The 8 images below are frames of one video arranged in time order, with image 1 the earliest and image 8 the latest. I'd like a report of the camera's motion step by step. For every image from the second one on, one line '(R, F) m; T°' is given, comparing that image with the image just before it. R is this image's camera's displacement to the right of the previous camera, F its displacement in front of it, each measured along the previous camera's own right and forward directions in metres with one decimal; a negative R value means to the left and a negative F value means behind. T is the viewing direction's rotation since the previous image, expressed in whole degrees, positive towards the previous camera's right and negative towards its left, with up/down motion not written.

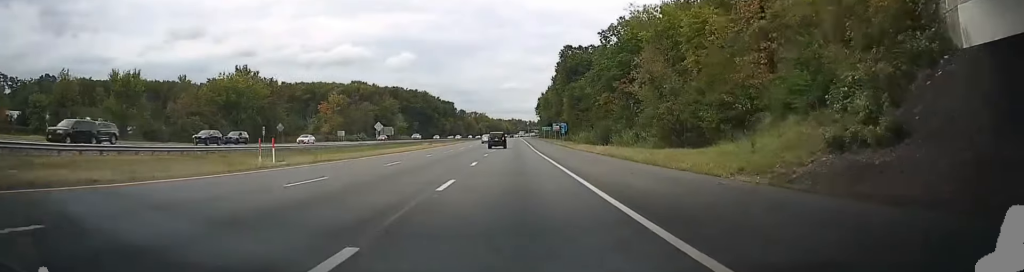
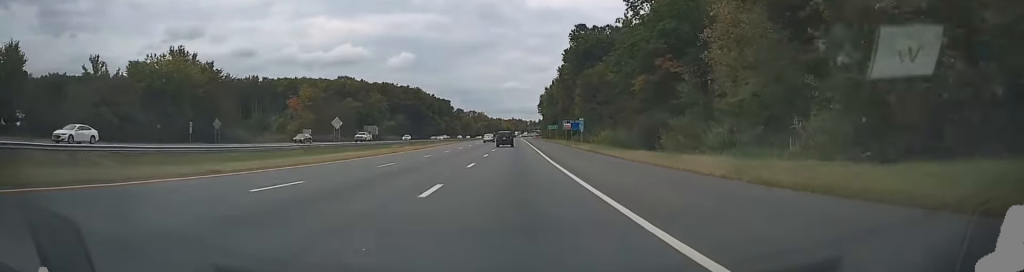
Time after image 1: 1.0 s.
(+0.5, +25.8) m; +1°
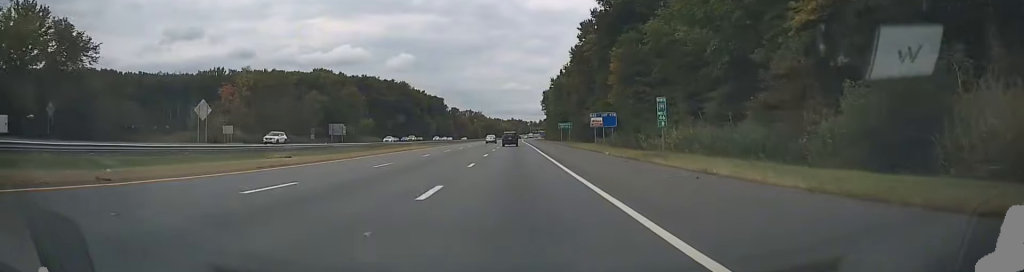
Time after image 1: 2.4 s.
(-0.2, +37.5) m; -1°
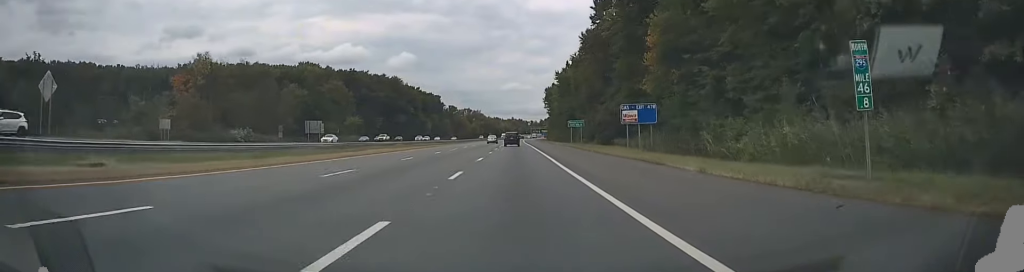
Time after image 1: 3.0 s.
(-0.1, +18.4) m; 0°
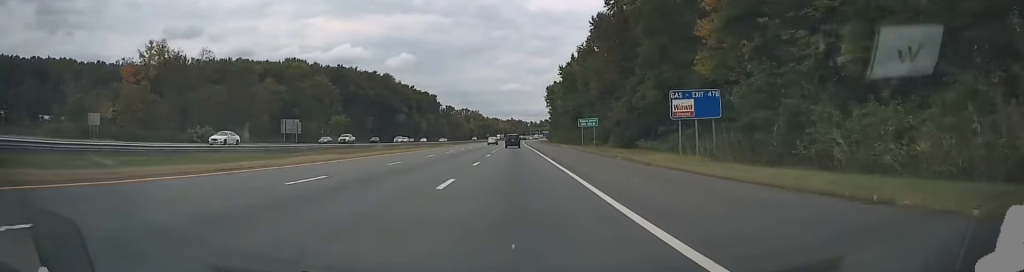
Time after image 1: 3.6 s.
(0.0, +15.3) m; 0°
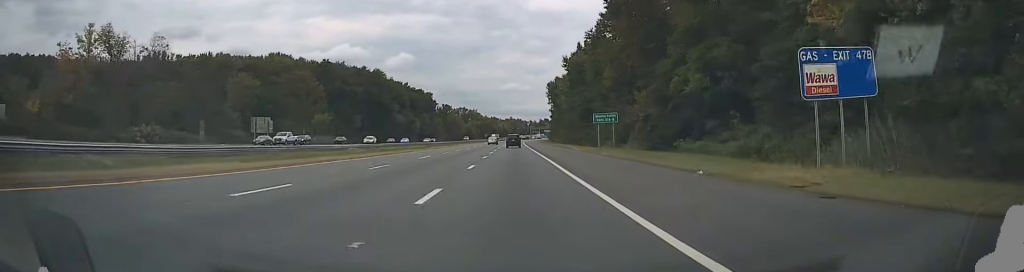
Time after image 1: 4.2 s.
(0.0, +15.2) m; 0°
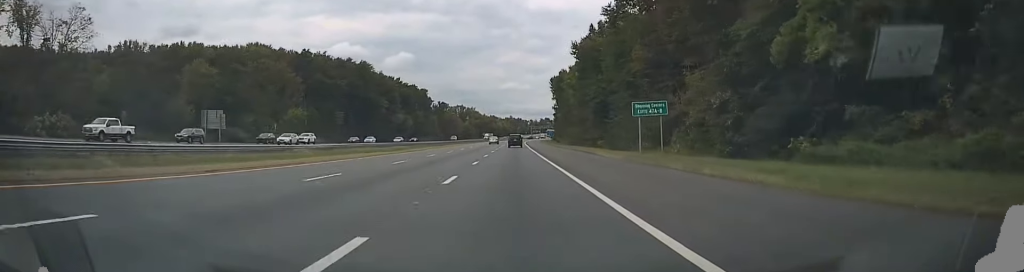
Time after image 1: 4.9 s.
(0.0, +19.6) m; 0°
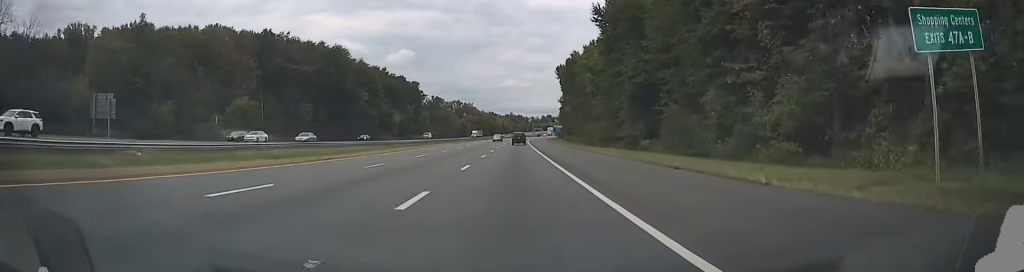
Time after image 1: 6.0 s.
(0.0, +30.0) m; 0°
